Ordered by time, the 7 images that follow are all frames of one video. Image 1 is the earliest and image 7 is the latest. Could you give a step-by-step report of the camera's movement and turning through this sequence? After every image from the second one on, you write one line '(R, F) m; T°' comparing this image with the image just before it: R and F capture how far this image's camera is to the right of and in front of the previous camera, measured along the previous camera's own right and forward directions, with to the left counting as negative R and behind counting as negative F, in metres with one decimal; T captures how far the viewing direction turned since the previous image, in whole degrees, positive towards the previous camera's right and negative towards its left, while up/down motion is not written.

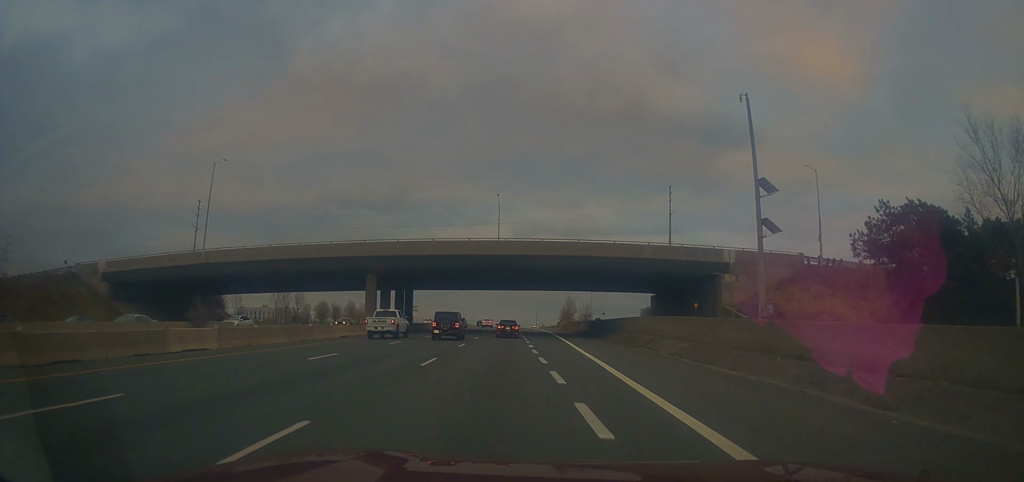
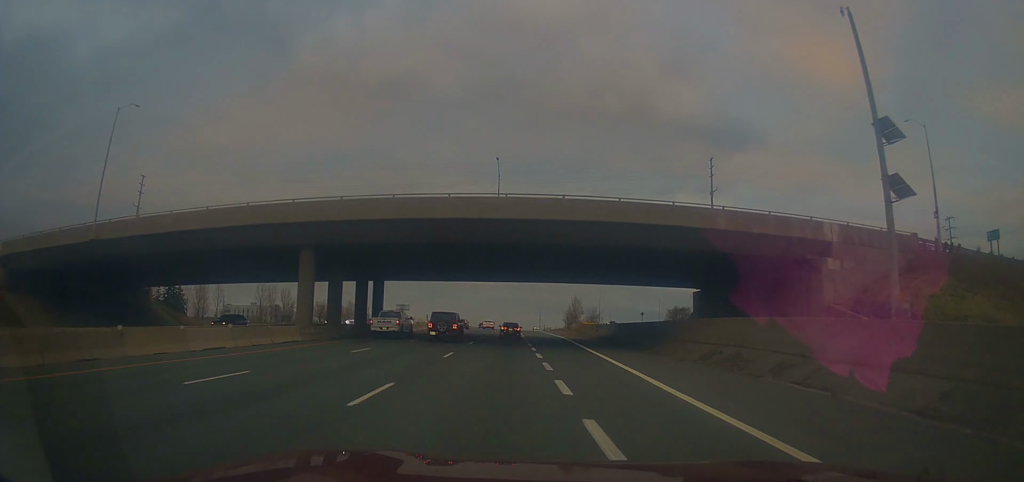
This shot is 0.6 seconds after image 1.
(-0.6, +19.6) m; 0°
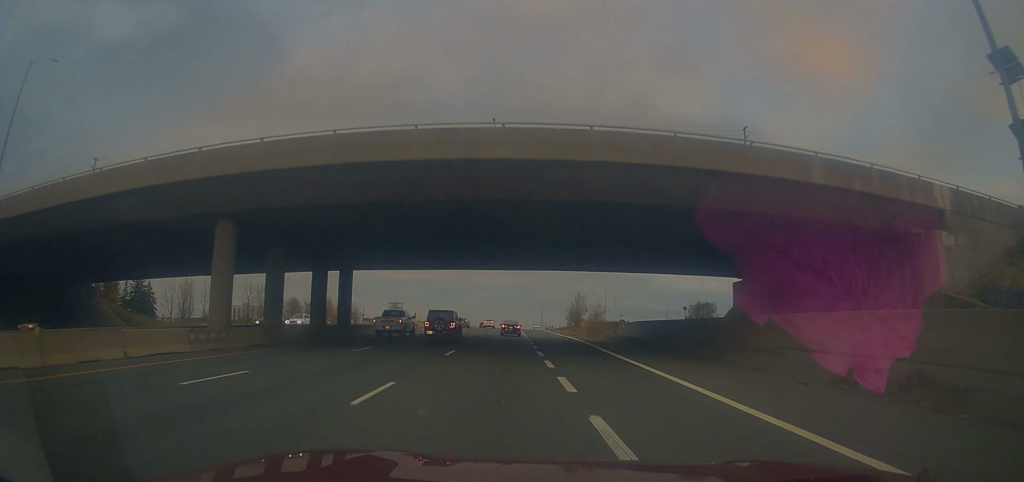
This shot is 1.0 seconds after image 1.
(+0.3, +12.3) m; +1°
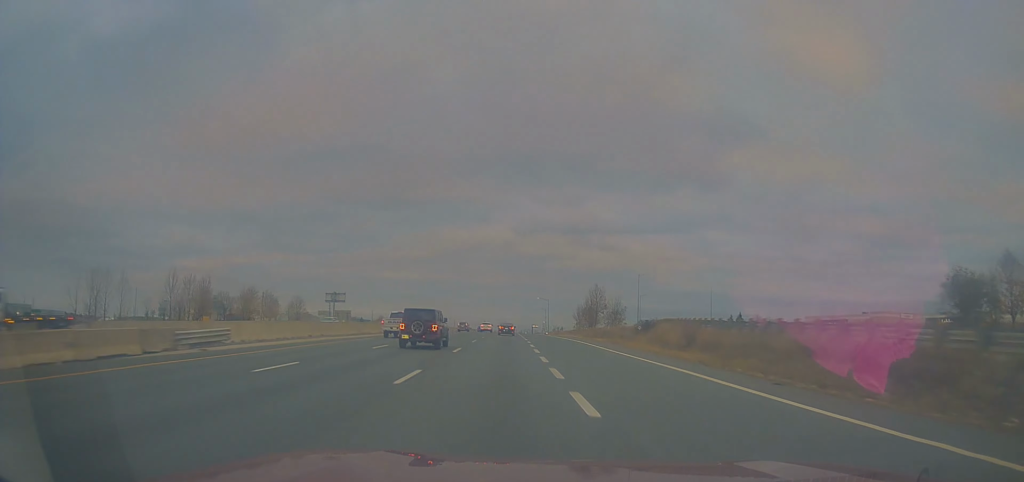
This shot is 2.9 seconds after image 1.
(+1.0, +57.9) m; 0°
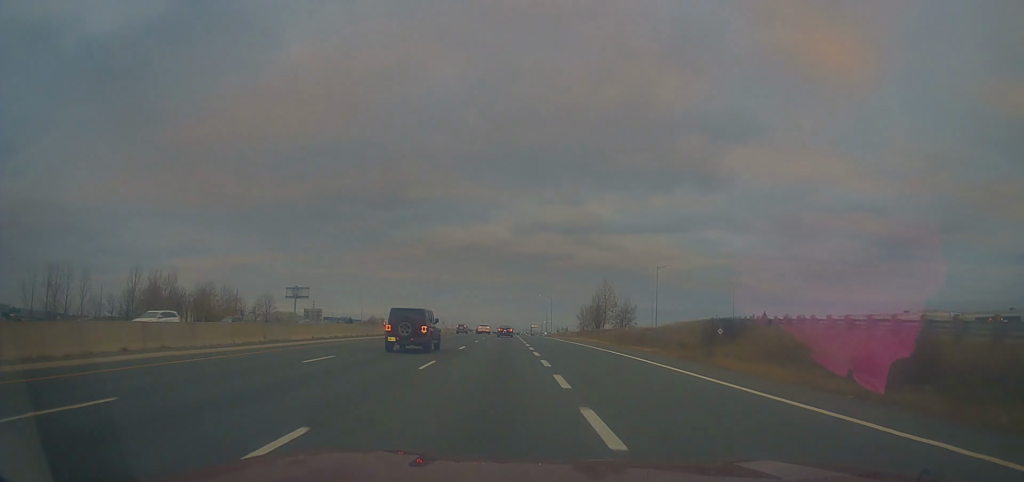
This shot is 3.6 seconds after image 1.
(-0.4, +20.7) m; 0°
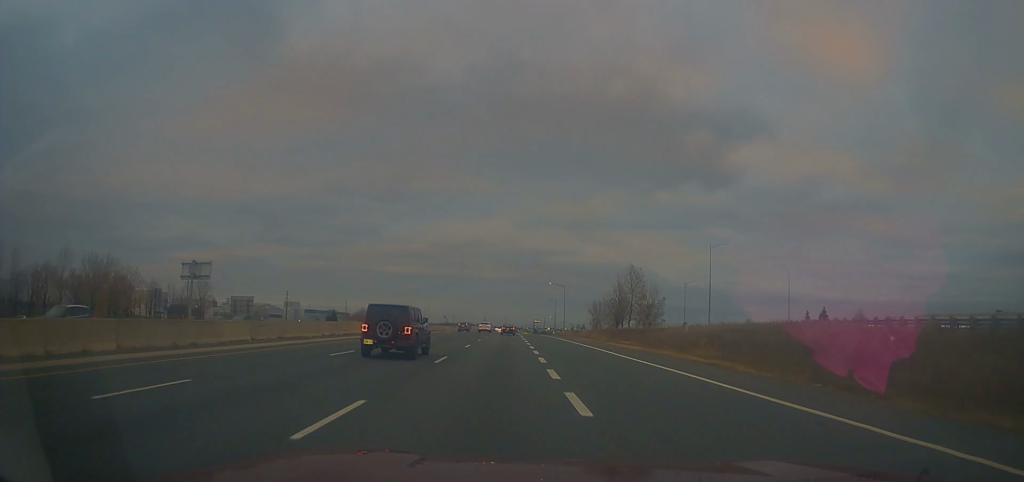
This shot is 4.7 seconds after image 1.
(+0.7, +34.2) m; 0°
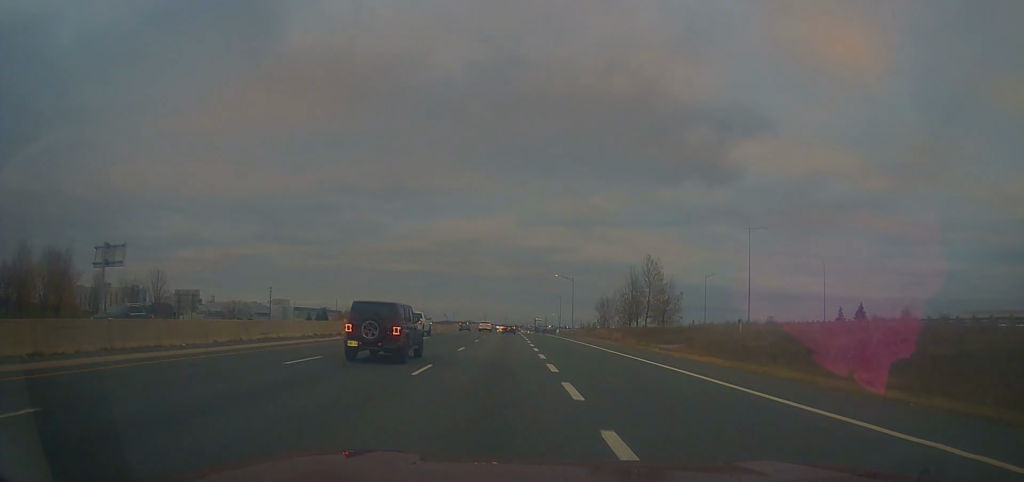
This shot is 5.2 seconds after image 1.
(-0.4, +16.6) m; 0°
